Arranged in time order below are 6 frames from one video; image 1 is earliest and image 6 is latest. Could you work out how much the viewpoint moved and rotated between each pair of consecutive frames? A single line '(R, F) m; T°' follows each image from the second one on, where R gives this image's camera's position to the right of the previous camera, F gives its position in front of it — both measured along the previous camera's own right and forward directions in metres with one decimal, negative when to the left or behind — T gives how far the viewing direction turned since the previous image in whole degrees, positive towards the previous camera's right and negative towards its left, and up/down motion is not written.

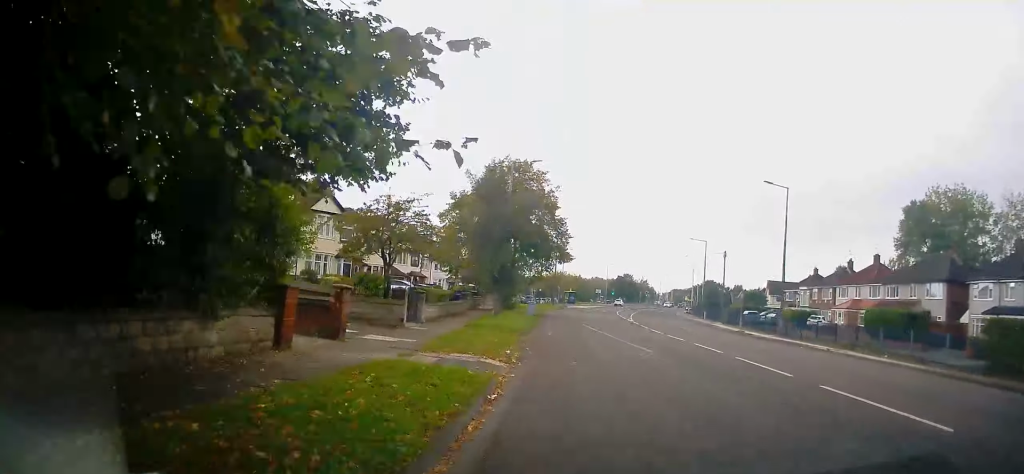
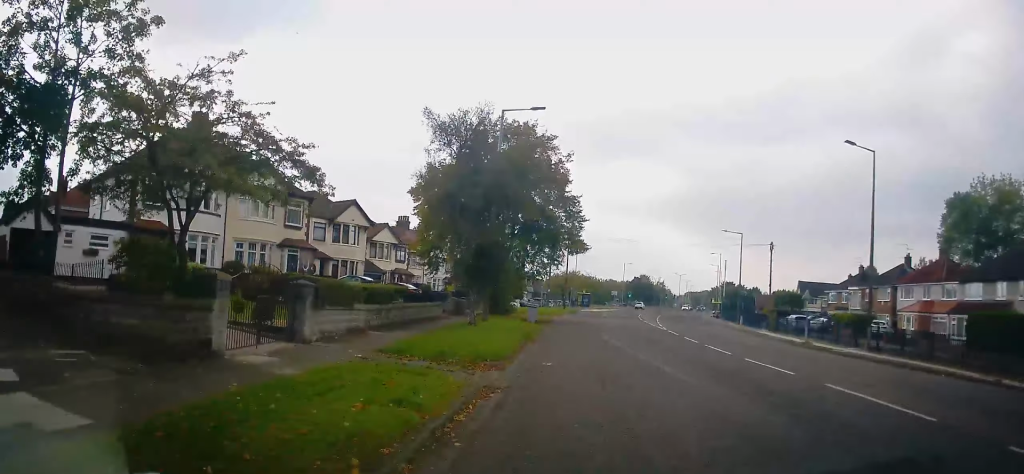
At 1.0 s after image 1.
(+0.2, +11.2) m; 0°
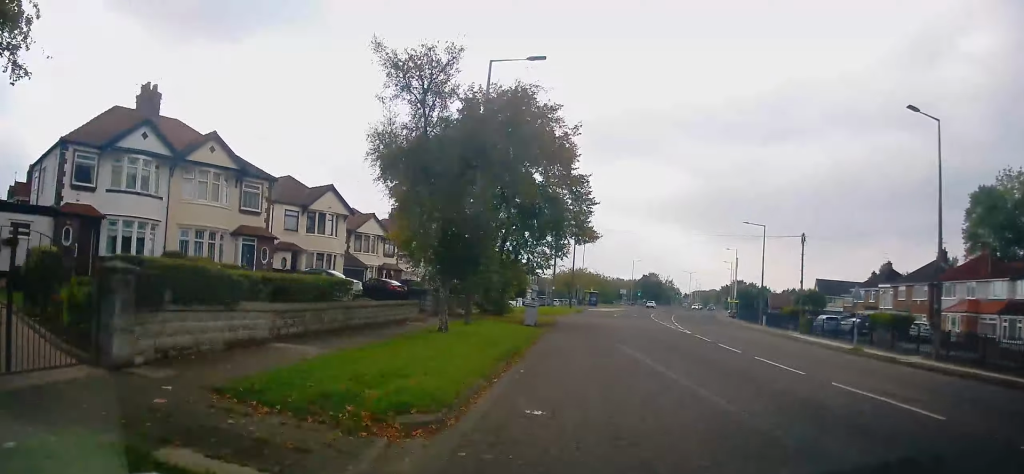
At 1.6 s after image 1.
(+0.2, +5.8) m; -2°
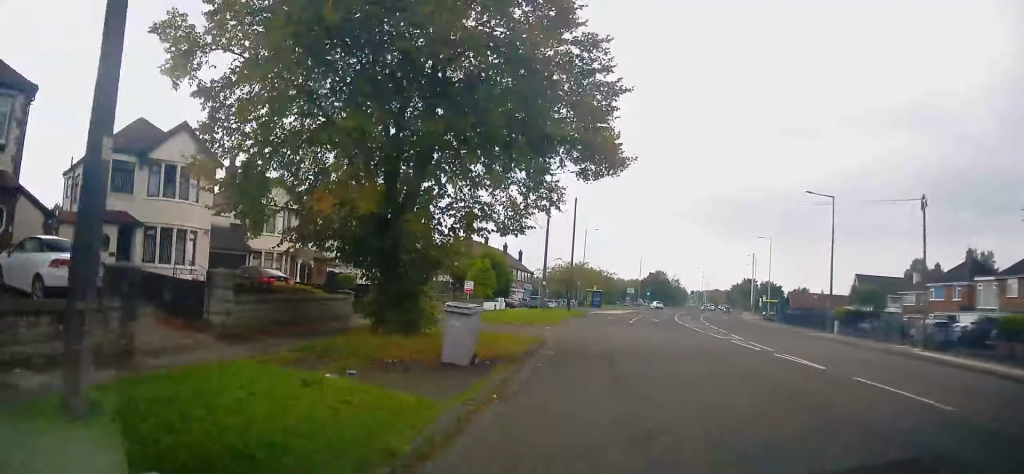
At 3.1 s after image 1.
(-0.5, +17.1) m; 0°
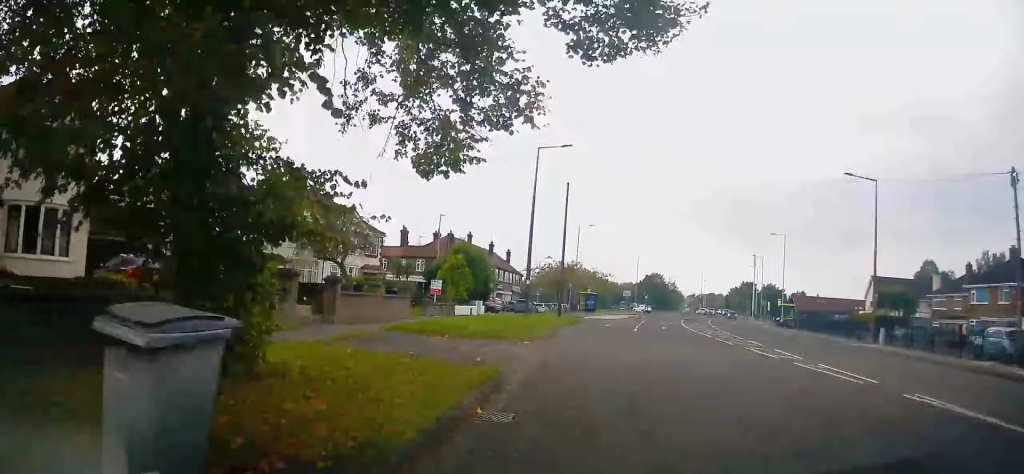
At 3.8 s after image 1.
(+0.2, +7.9) m; +1°
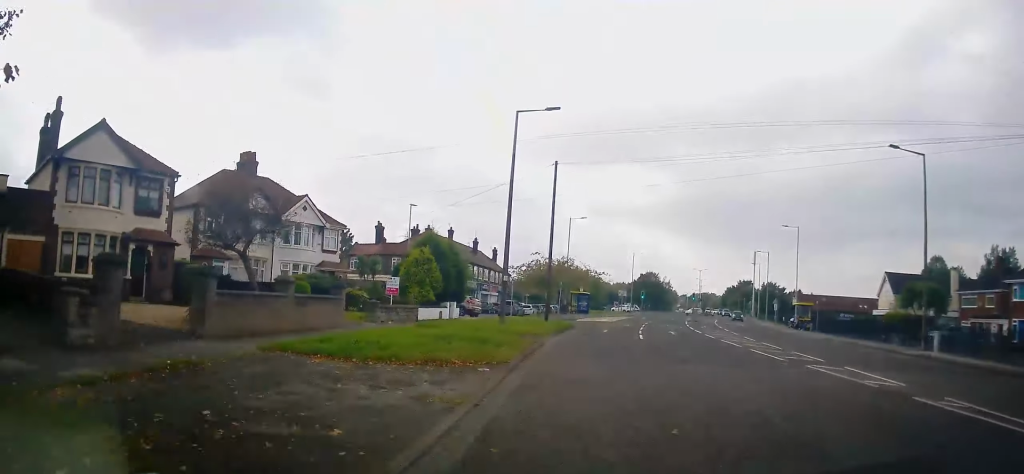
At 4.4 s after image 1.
(-0.2, +6.9) m; 0°
